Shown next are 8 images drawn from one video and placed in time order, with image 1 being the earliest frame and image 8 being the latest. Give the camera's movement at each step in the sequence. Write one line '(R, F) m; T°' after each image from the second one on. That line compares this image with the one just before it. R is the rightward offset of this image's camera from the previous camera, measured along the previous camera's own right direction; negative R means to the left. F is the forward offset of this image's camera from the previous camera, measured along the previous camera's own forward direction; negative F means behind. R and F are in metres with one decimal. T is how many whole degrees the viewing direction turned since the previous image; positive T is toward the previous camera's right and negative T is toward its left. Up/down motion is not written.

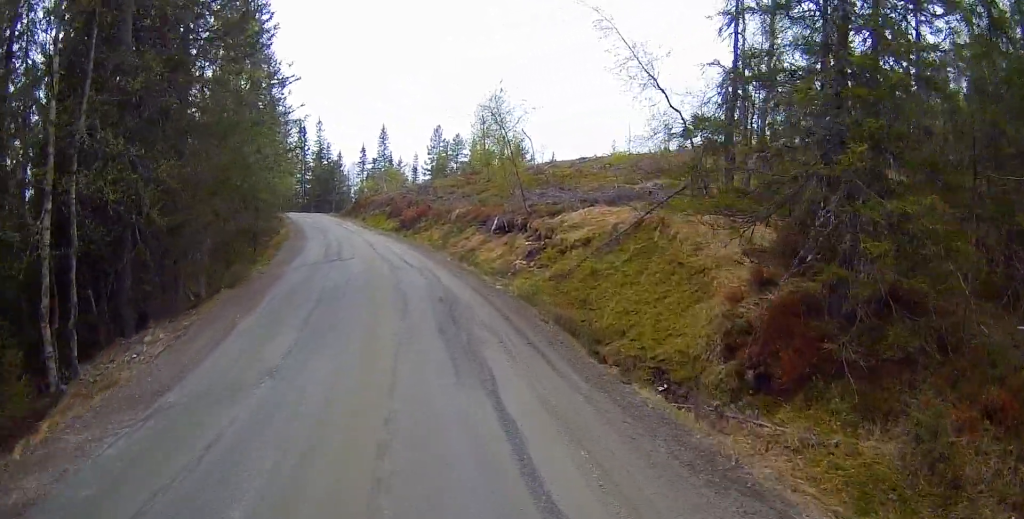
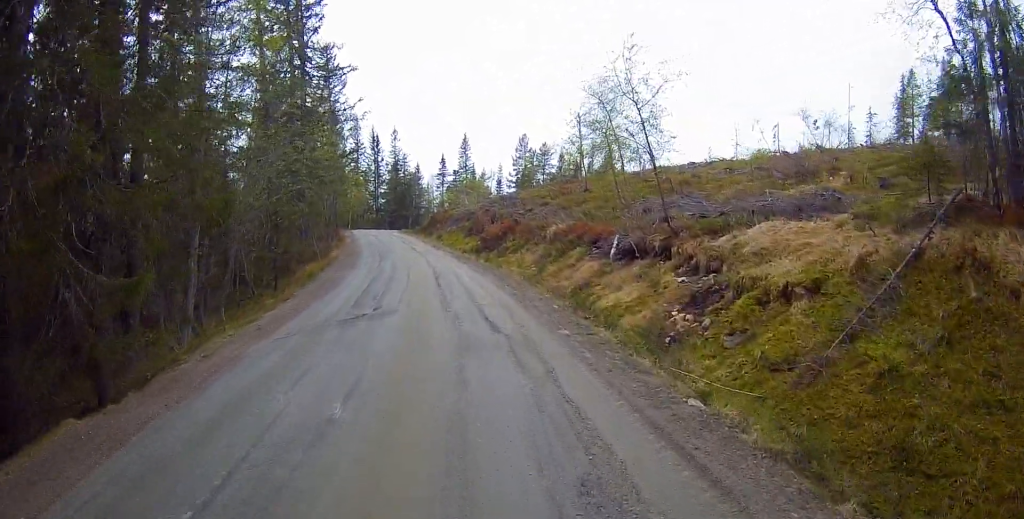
(+0.4, +8.6) m; +1°
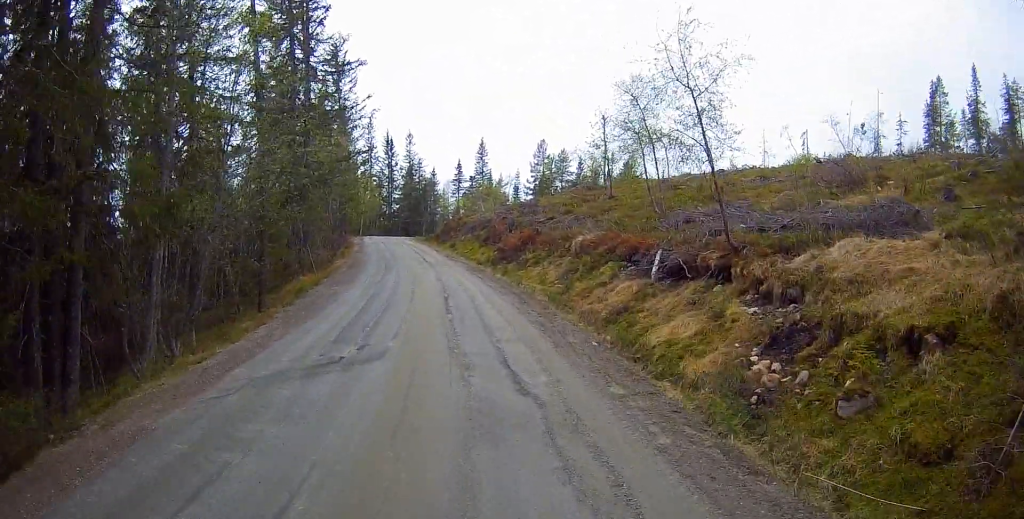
(-0.1, +3.1) m; -2°
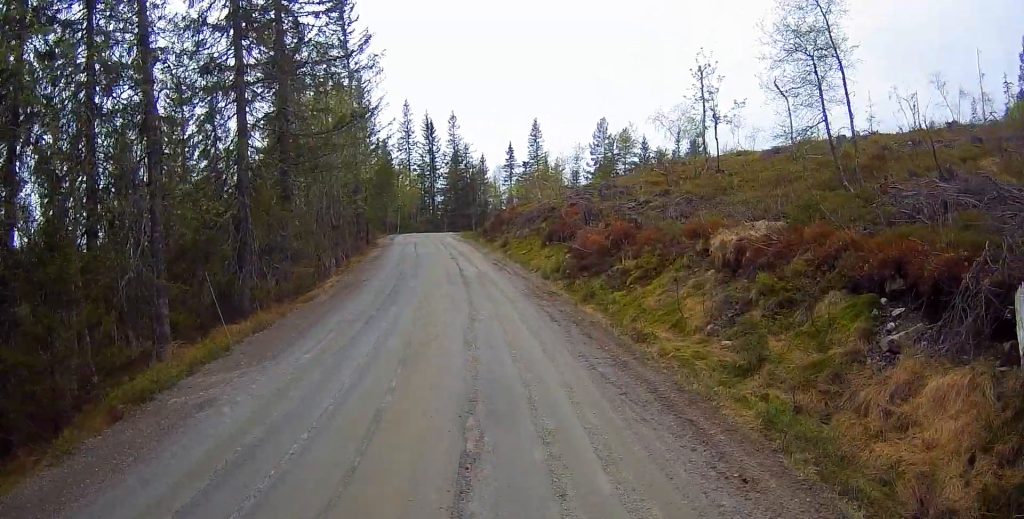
(-0.4, +11.5) m; -3°
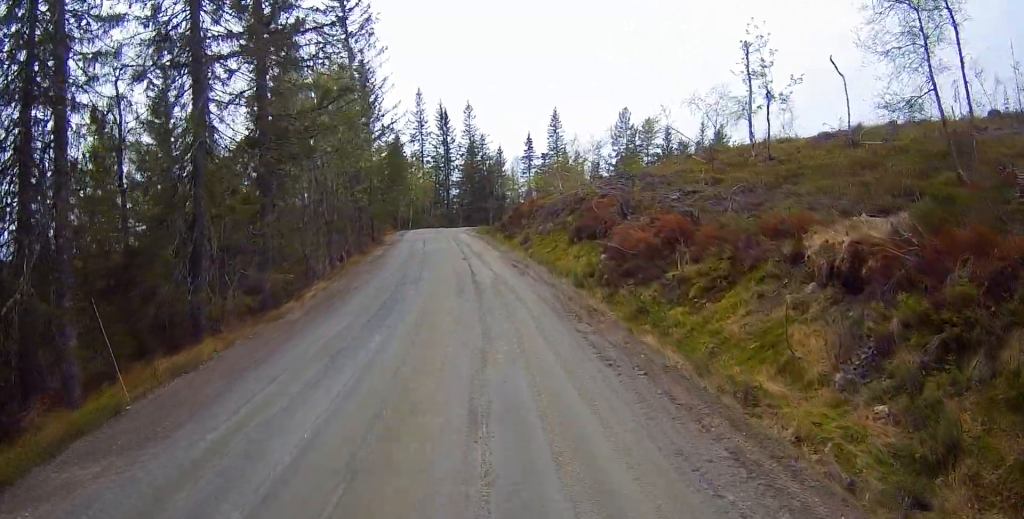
(0.0, +4.0) m; -2°
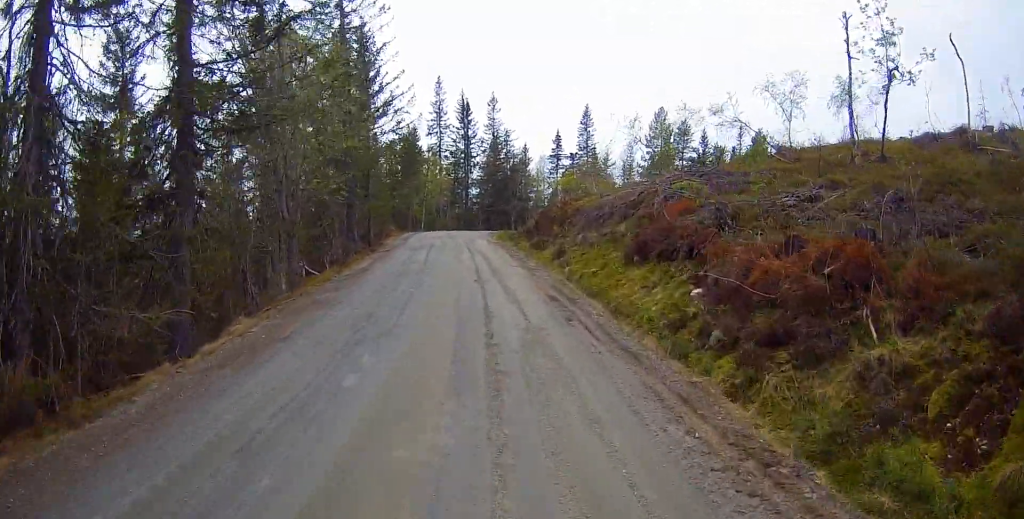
(-0.3, +6.6) m; -4°
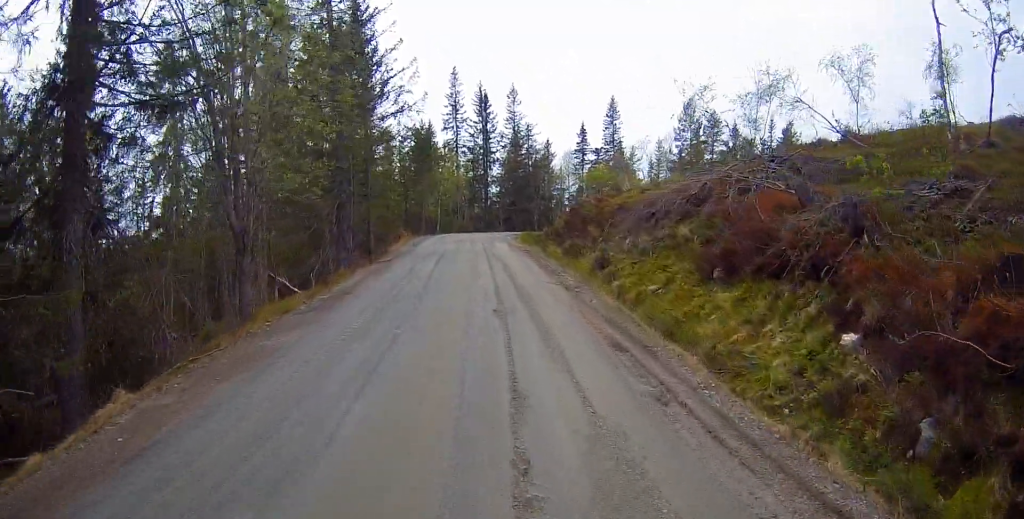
(-0.2, +4.9) m; 0°
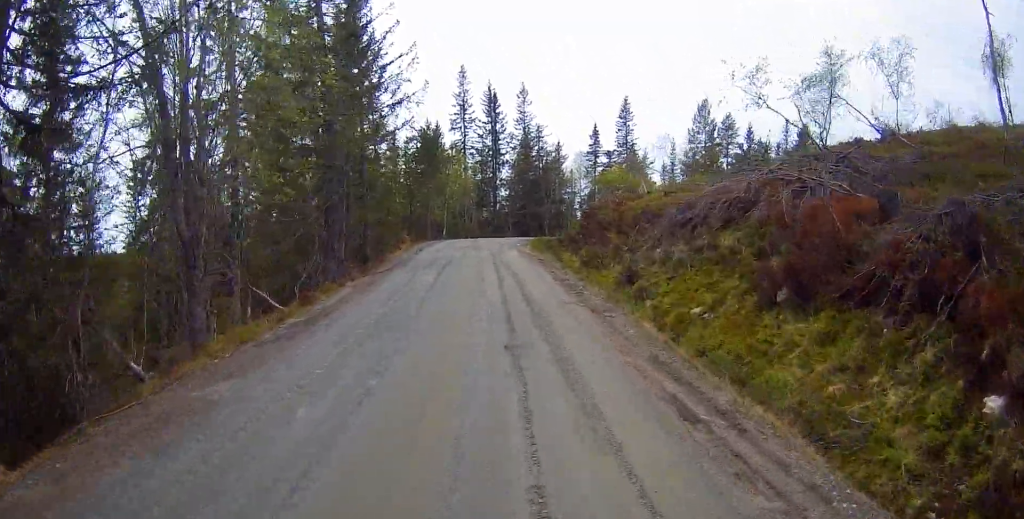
(+0.1, +2.7) m; 0°
